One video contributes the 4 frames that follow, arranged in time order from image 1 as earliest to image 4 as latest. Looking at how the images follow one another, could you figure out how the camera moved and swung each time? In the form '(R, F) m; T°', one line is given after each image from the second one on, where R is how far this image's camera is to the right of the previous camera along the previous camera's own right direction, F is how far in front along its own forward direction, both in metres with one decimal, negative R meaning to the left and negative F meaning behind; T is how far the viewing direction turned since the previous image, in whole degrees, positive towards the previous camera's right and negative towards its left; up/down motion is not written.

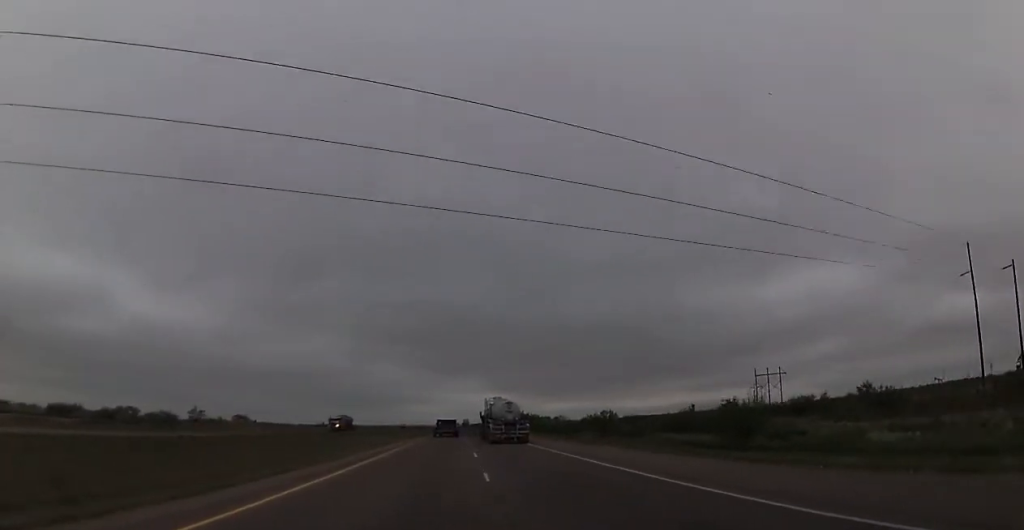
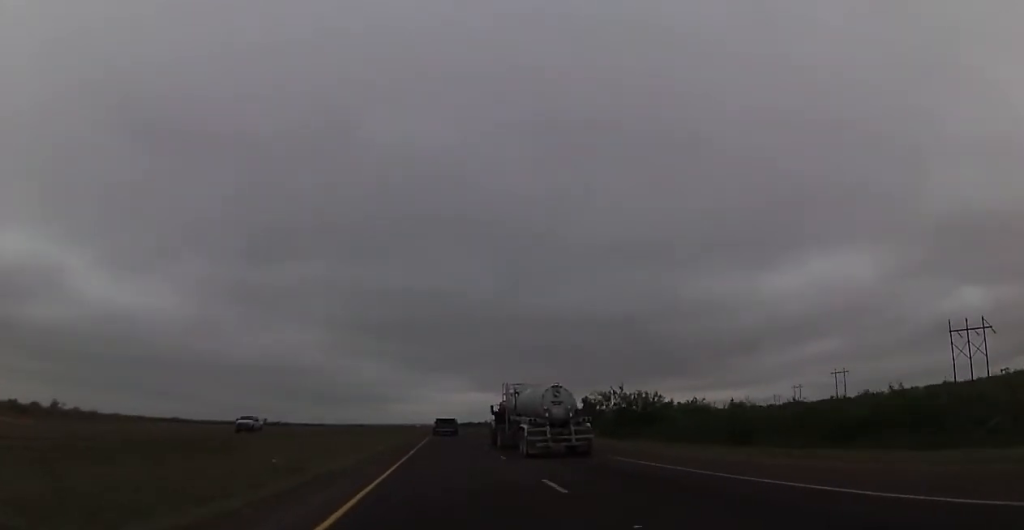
(+0.3, +110.7) m; 0°
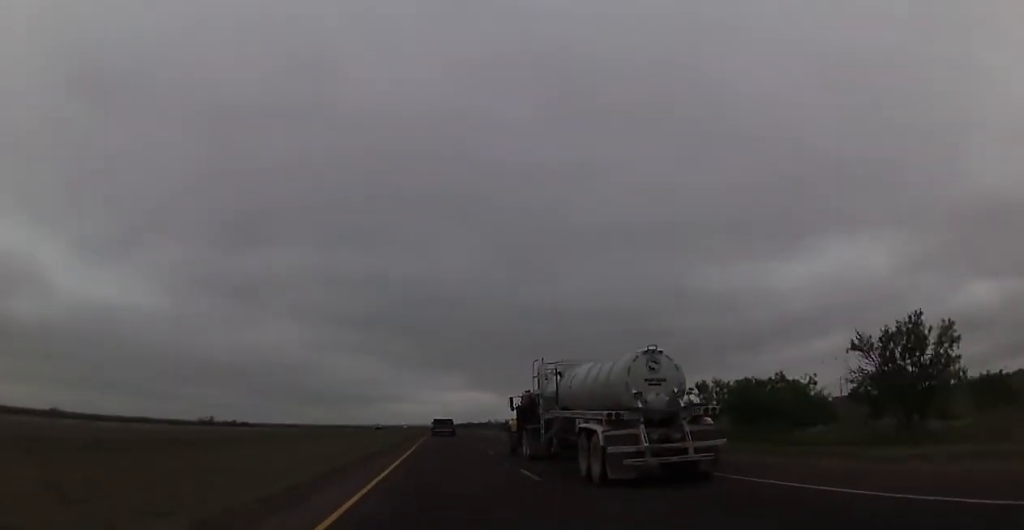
(+0.5, +70.6) m; +1°
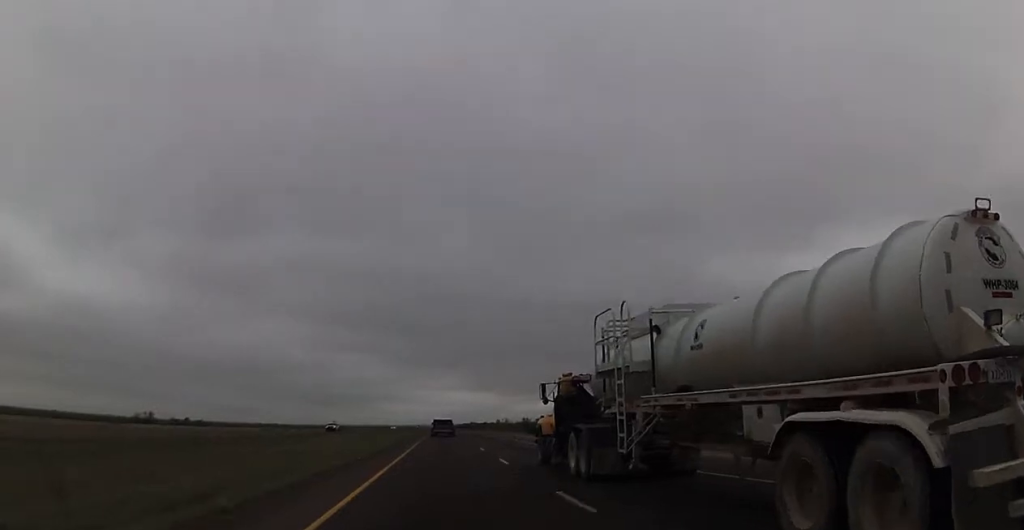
(+0.3, +55.3) m; 0°
